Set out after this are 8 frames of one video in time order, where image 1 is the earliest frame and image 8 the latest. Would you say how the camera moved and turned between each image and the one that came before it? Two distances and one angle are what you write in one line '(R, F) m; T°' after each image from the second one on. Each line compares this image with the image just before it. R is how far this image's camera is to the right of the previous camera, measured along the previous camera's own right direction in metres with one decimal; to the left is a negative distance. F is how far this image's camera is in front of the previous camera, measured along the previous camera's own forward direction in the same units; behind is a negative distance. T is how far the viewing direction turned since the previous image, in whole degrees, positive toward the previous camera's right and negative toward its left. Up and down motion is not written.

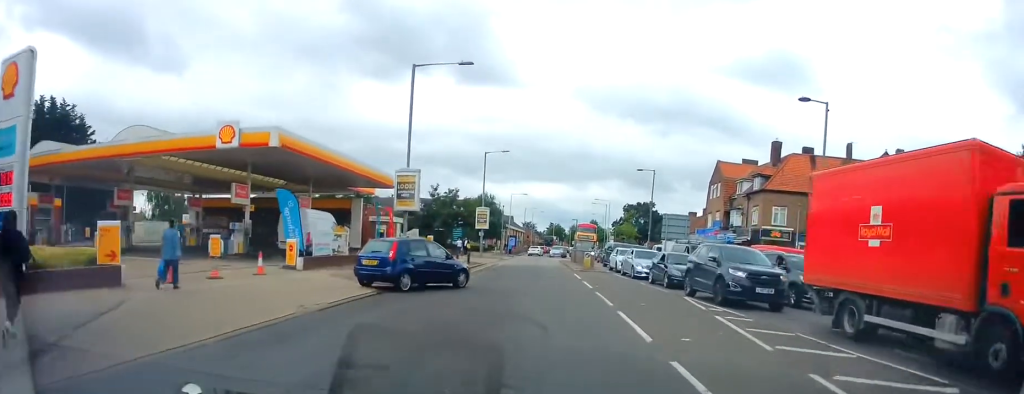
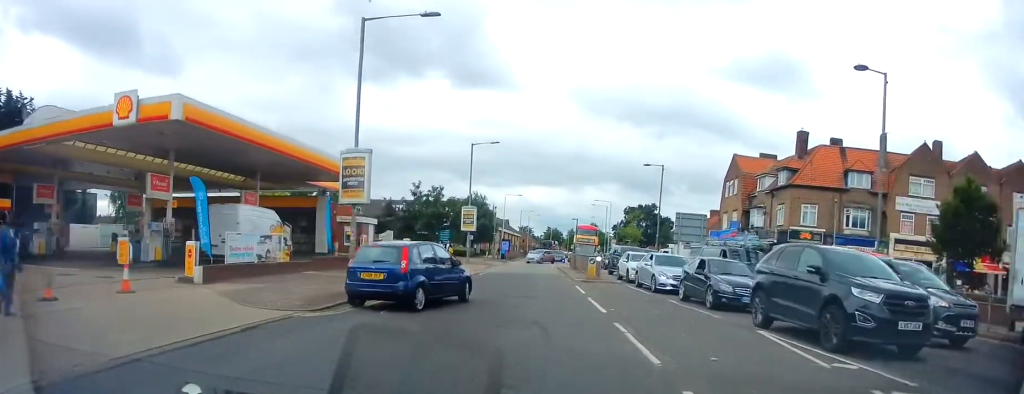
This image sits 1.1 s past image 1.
(0.0, +6.9) m; 0°
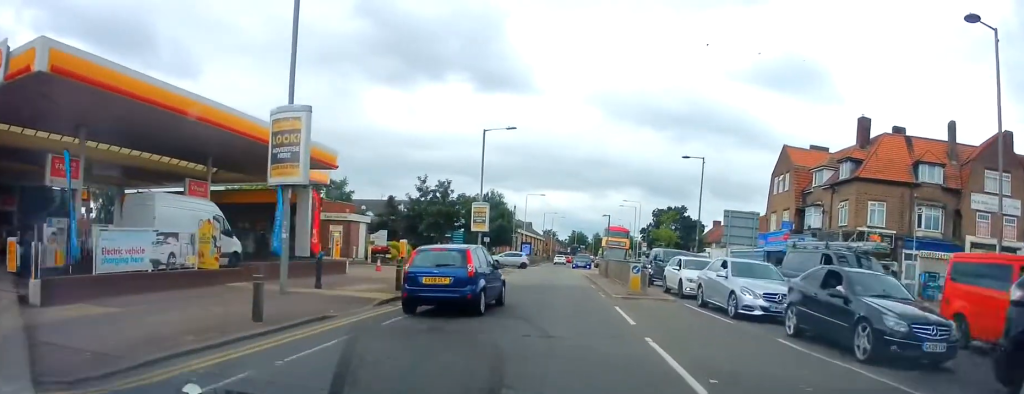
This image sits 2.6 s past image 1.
(-0.3, +7.7) m; -5°
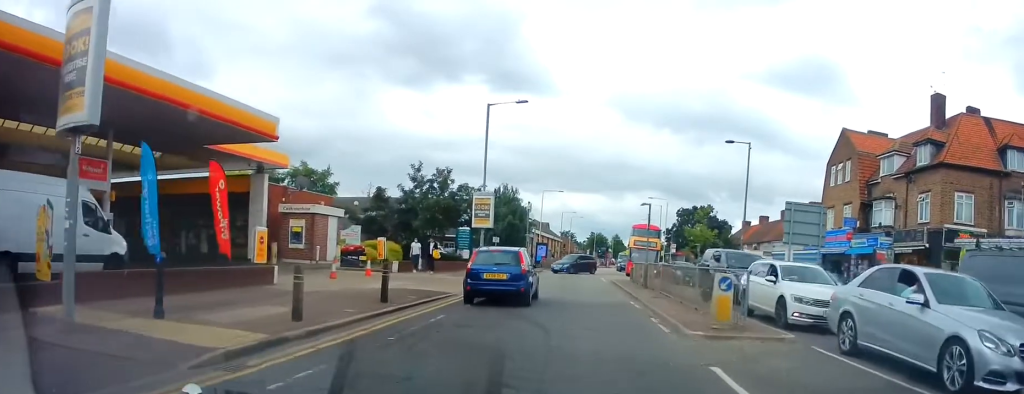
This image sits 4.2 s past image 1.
(-0.1, +8.1) m; -1°
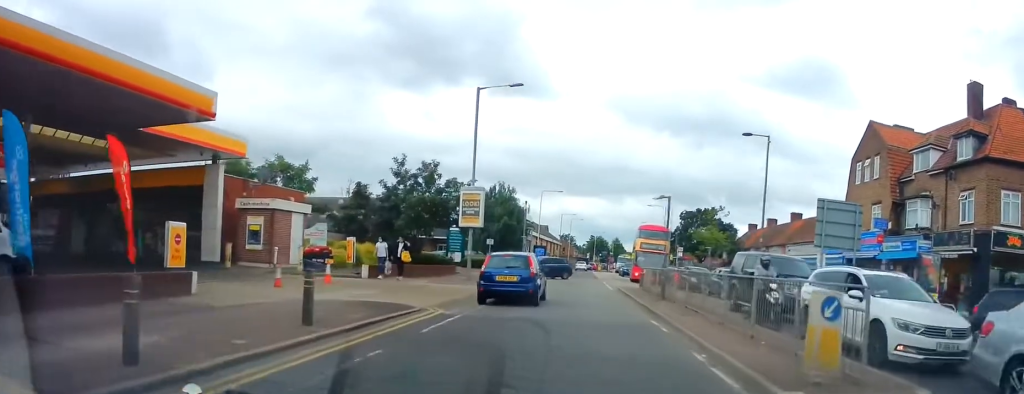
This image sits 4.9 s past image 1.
(0.0, +4.1) m; 0°
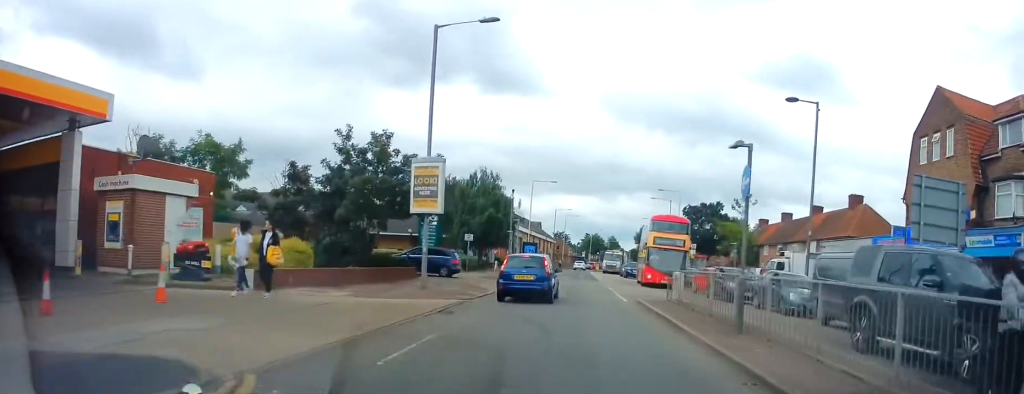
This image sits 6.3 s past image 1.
(+0.3, +8.3) m; +3°
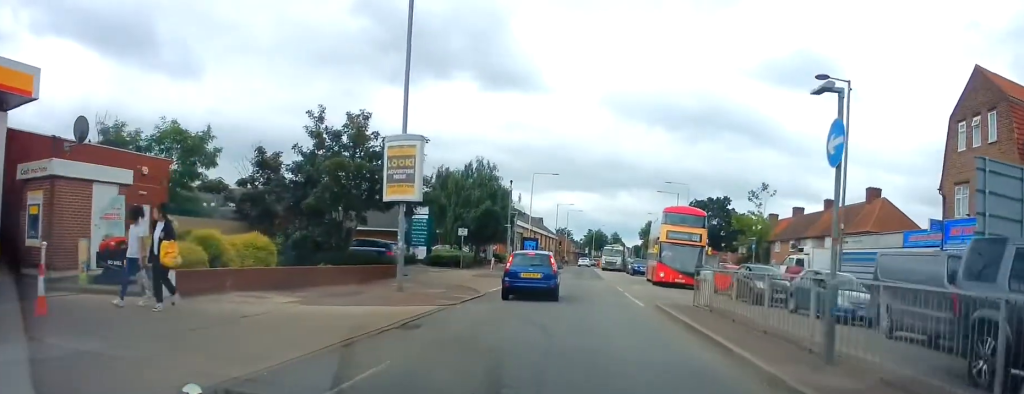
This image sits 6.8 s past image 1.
(+0.2, +3.1) m; 0°
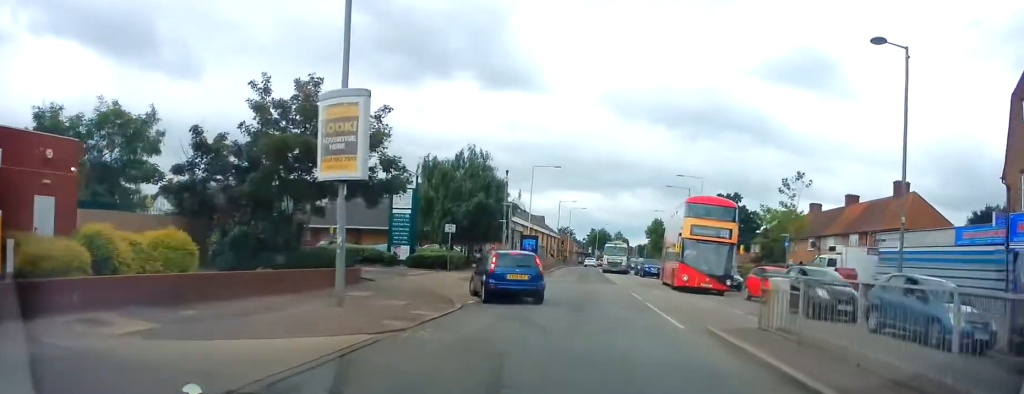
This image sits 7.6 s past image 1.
(-0.2, +4.7) m; -2°
